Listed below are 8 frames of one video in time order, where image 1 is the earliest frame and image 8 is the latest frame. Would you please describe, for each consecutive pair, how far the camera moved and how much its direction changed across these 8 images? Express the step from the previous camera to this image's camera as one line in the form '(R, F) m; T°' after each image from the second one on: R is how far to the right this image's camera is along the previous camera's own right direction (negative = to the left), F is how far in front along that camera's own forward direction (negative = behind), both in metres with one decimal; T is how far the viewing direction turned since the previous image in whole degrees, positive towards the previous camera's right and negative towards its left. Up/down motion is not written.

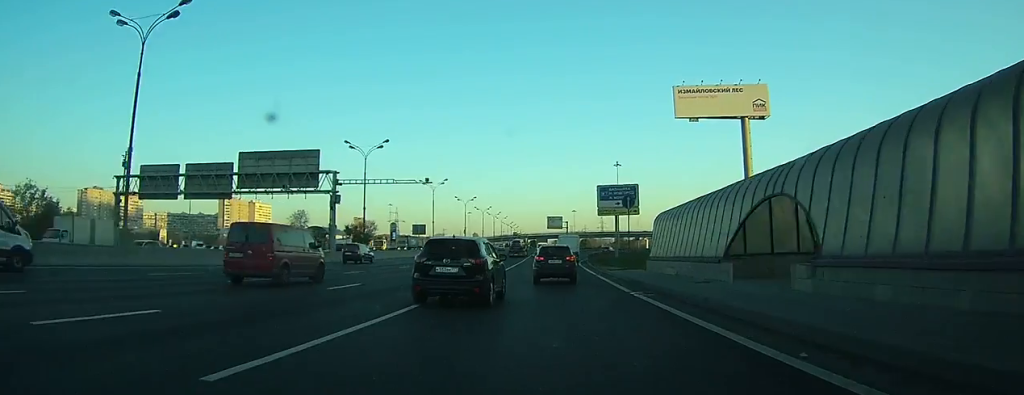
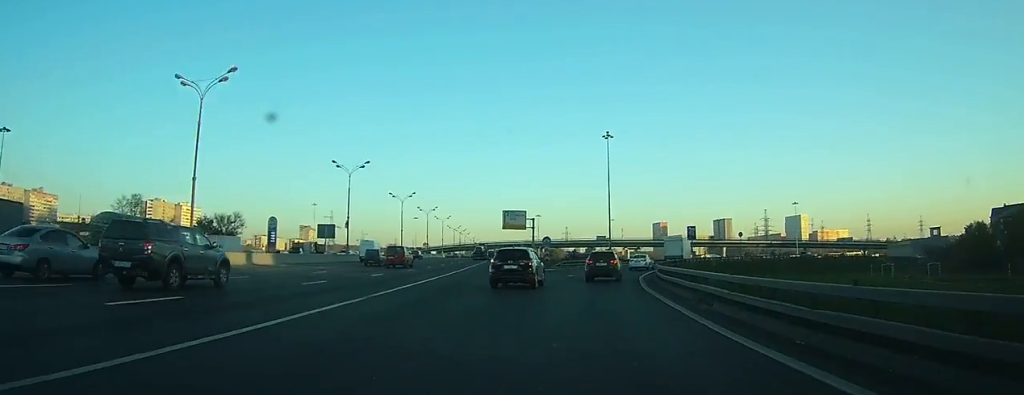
(+1.2, +67.0) m; +5°
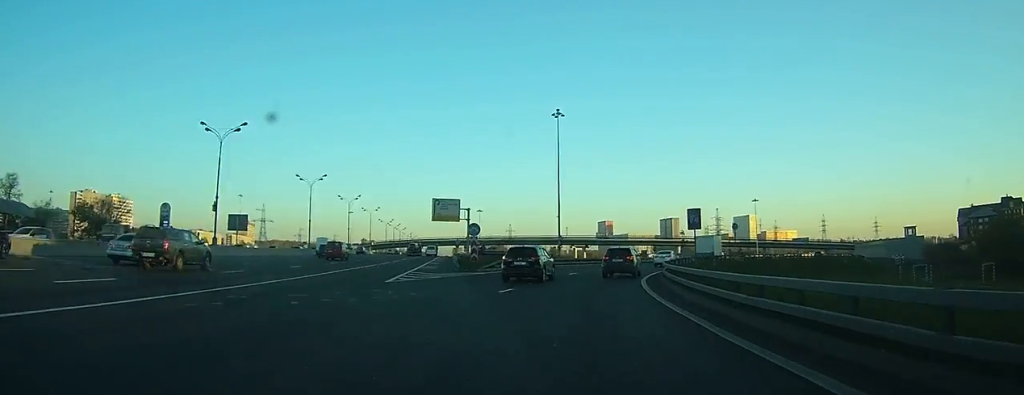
(+0.3, +19.0) m; +4°
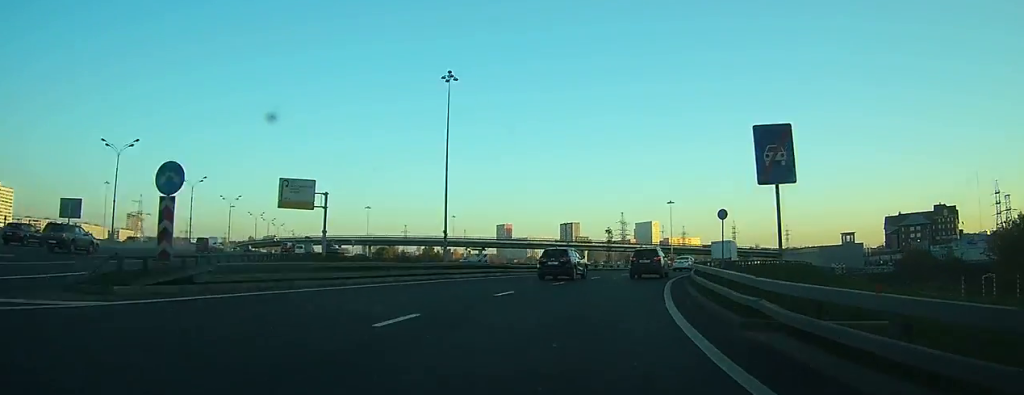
(+0.9, +26.0) m; +8°
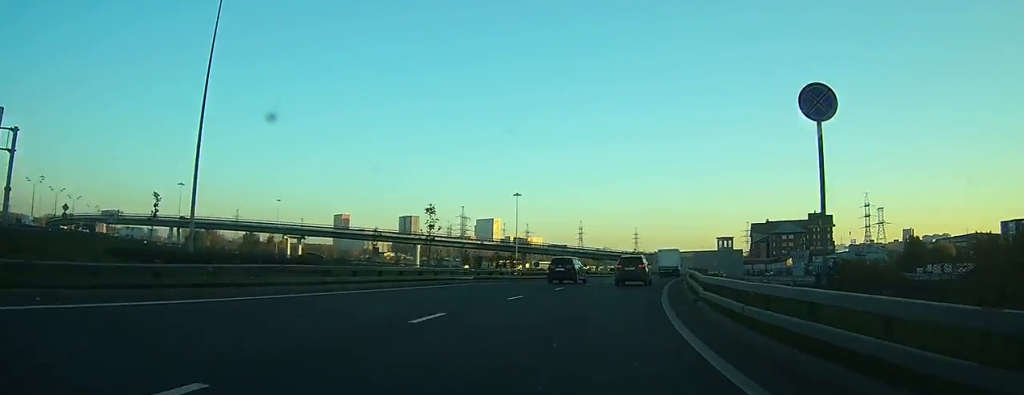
(+3.9, +30.7) m; +14°
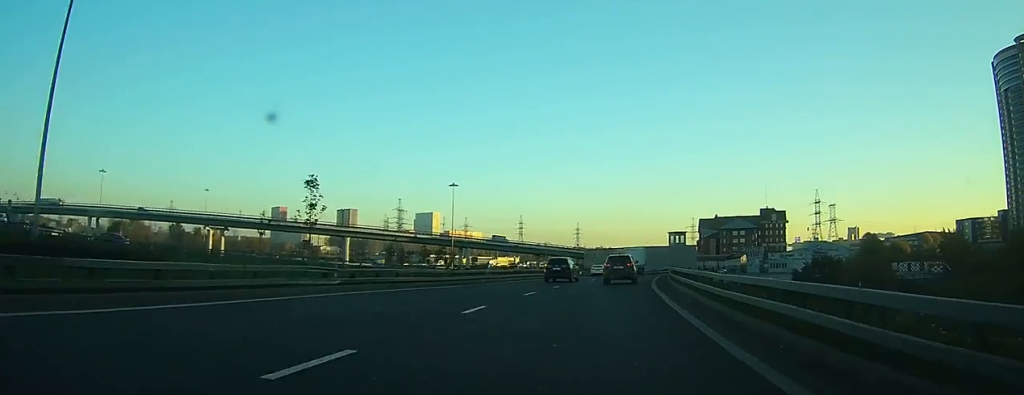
(+1.5, +14.7) m; +5°
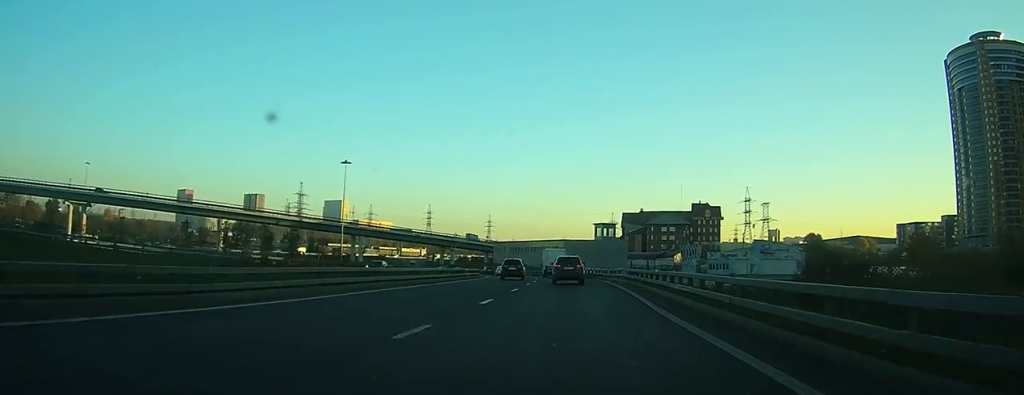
(+2.8, +29.5) m; +8°
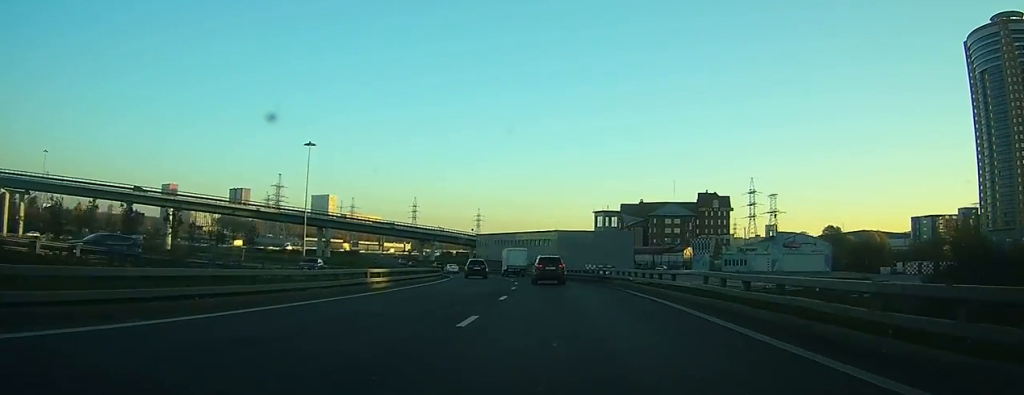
(+1.1, +23.4) m; +3°
